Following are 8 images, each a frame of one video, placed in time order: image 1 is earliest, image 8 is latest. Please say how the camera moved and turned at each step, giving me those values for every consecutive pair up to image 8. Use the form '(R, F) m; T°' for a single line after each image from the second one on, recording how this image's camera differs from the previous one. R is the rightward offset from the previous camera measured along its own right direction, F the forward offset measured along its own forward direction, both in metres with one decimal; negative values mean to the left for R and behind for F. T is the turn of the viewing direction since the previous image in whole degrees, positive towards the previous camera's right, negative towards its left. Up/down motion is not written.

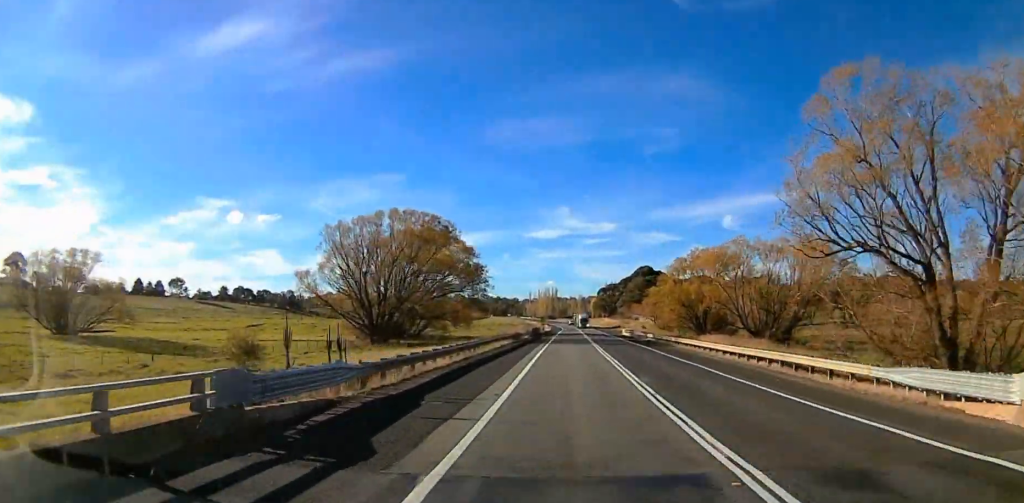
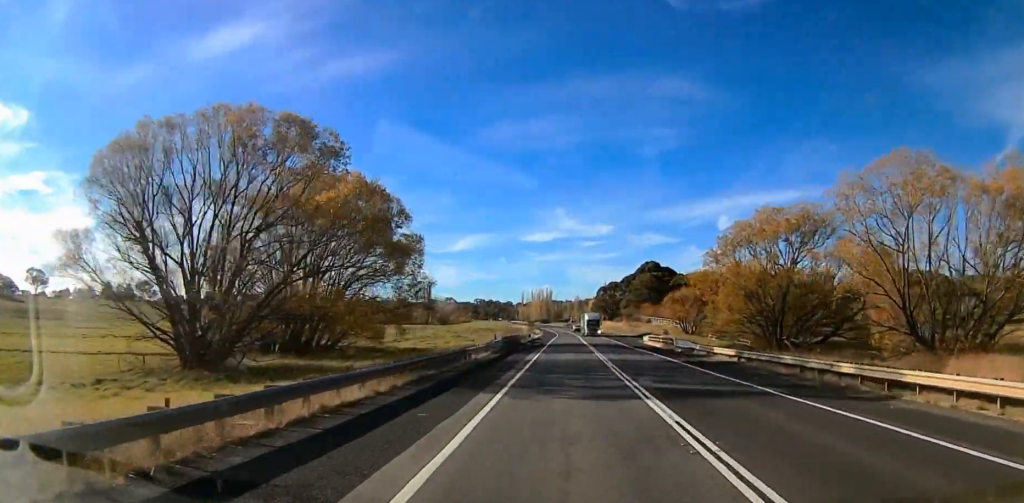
(+0.6, +40.0) m; +2°
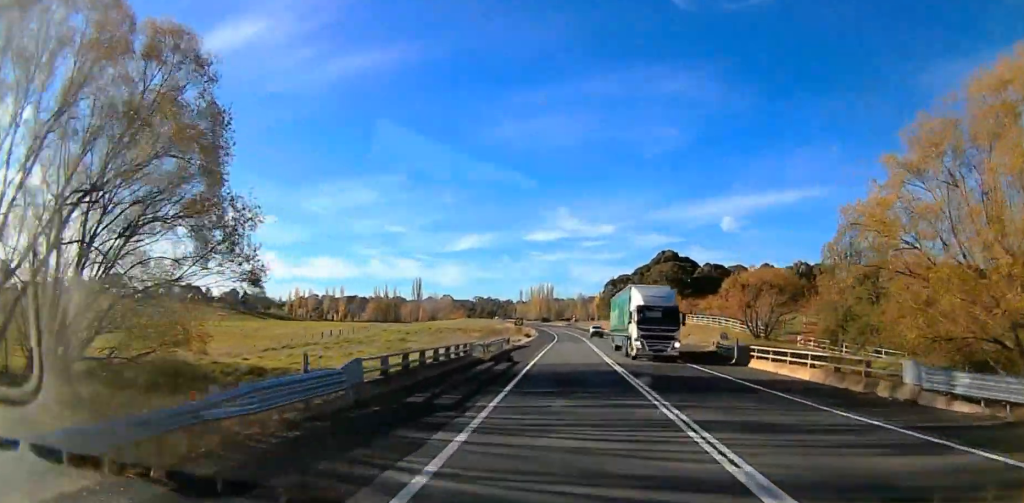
(+0.3, +45.6) m; 0°
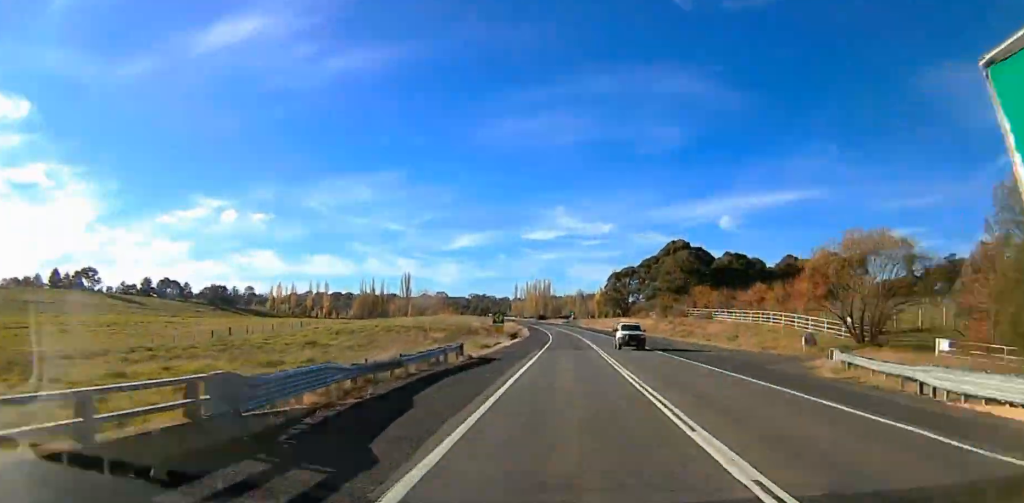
(-0.4, +29.4) m; 0°
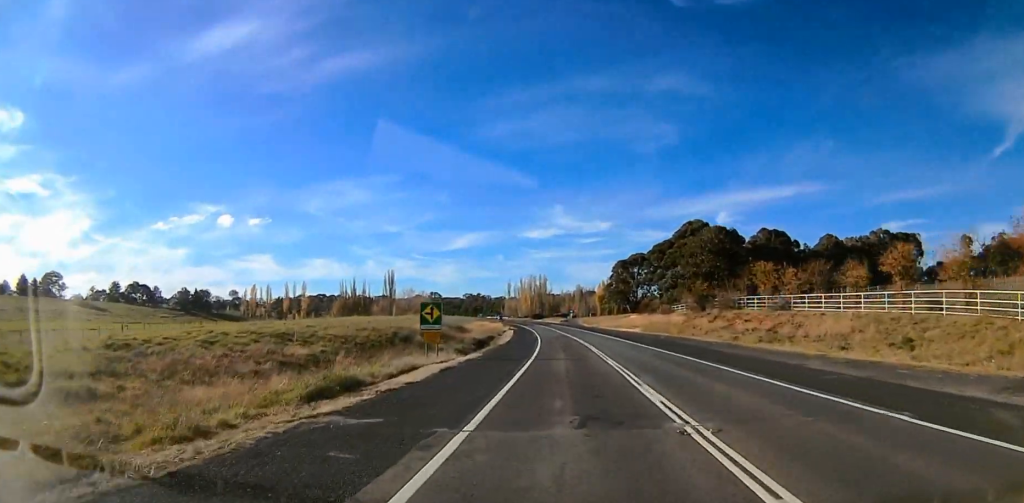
(+0.7, +33.4) m; +1°
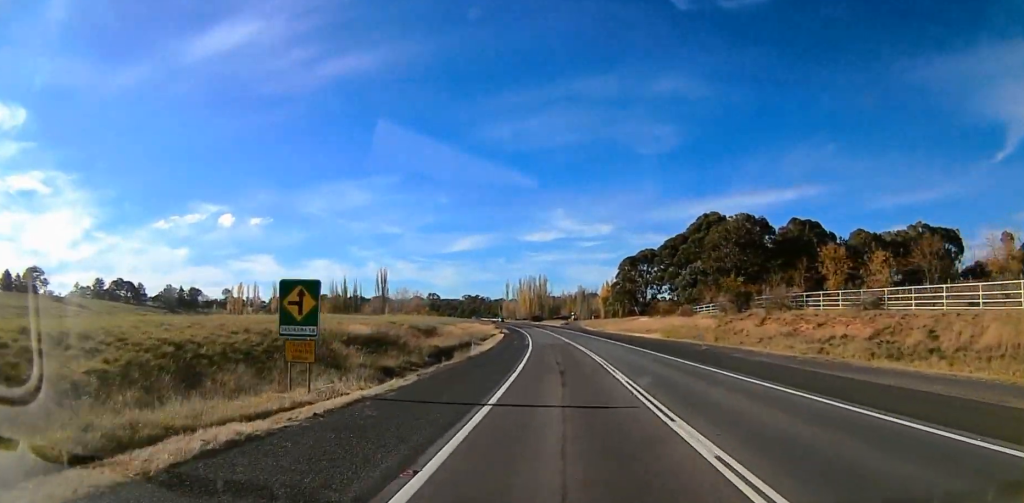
(+0.2, +17.4) m; -1°
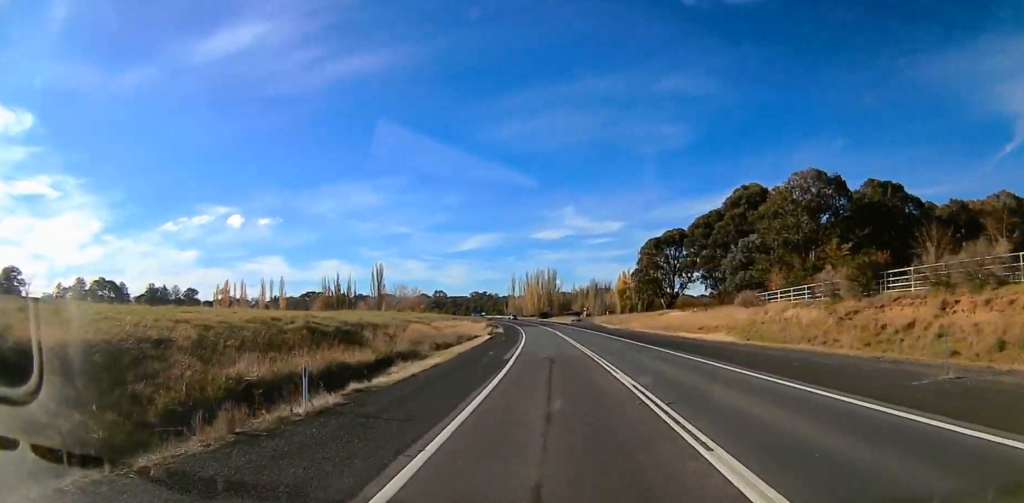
(-0.7, +27.6) m; -1°
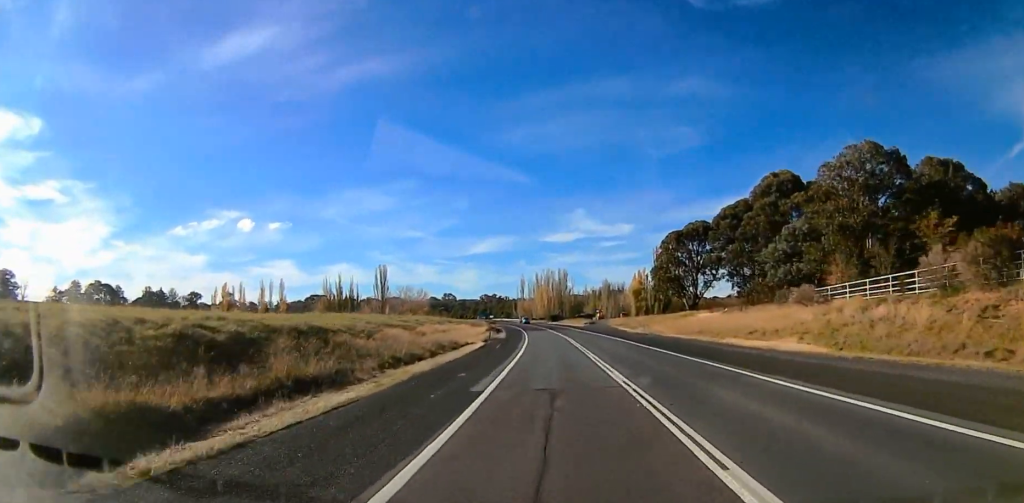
(+0.1, +12.0) m; 0°
